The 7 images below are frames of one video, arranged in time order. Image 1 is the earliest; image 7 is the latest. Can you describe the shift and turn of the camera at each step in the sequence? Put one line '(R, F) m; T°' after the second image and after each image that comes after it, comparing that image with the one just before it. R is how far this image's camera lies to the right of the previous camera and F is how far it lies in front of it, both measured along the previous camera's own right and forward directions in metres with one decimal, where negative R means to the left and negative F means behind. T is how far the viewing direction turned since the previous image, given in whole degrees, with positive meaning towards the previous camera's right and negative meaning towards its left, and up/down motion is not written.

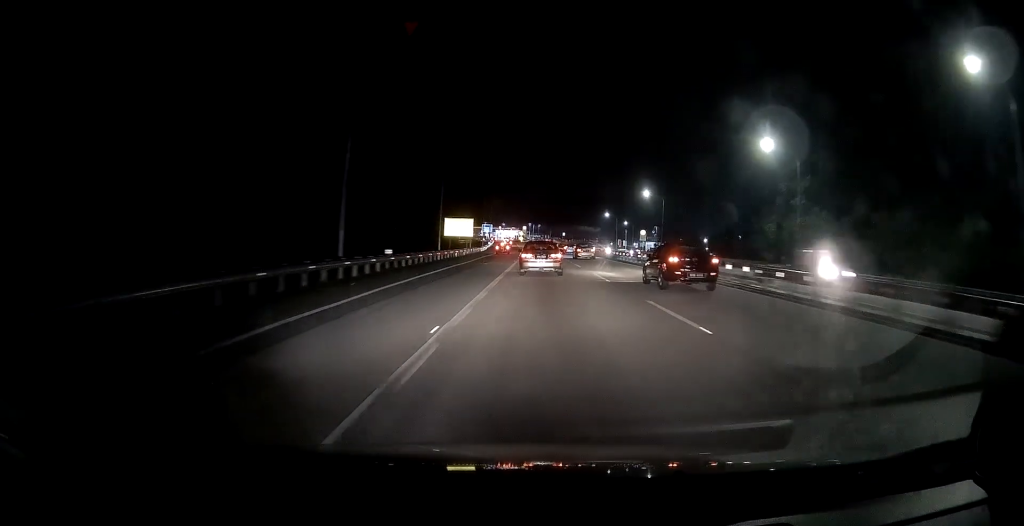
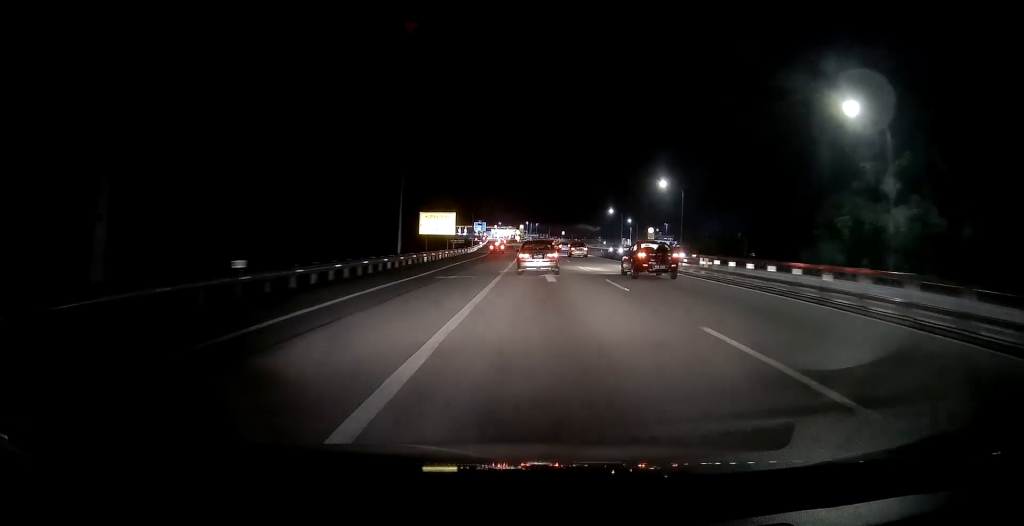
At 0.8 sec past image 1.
(-0.2, +16.6) m; -1°
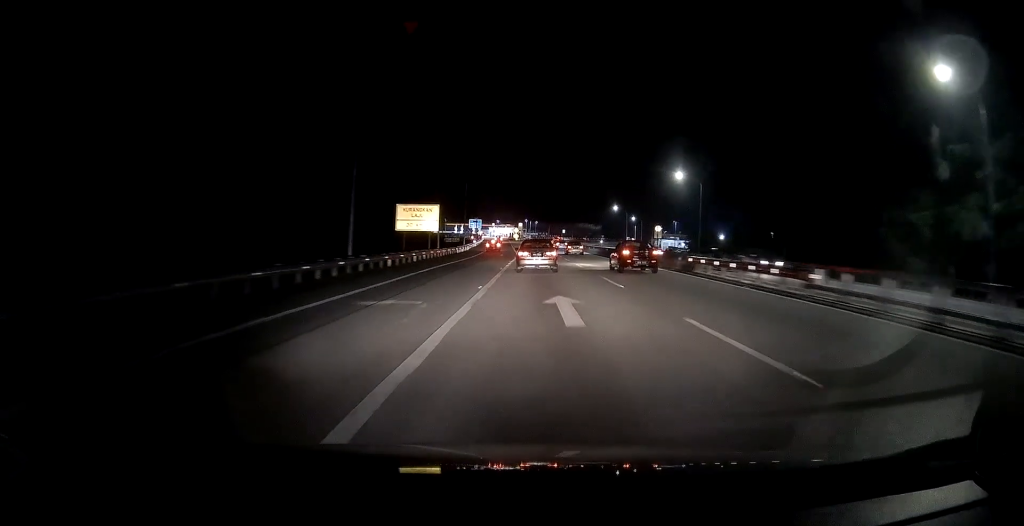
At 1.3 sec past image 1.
(-0.4, +11.2) m; 0°
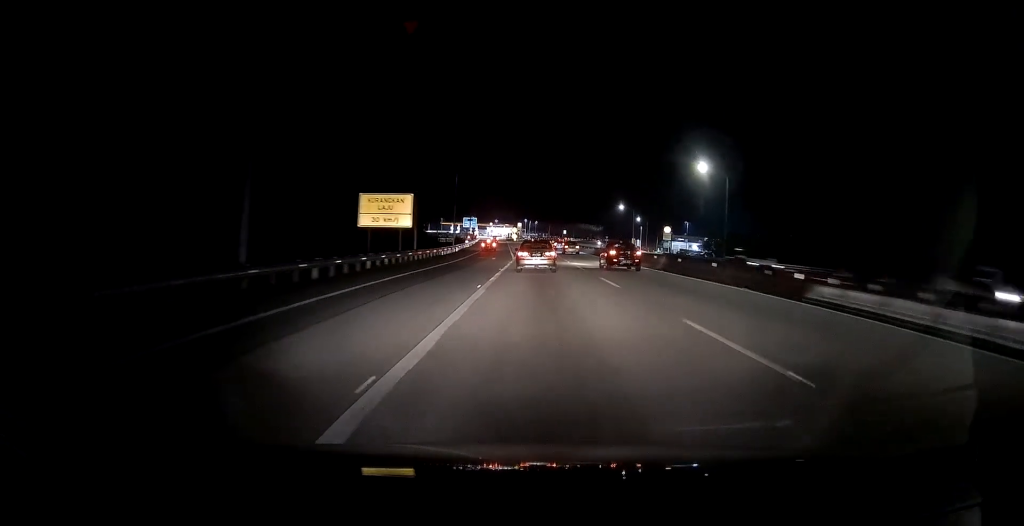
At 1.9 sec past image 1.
(+0.2, +11.2) m; +1°
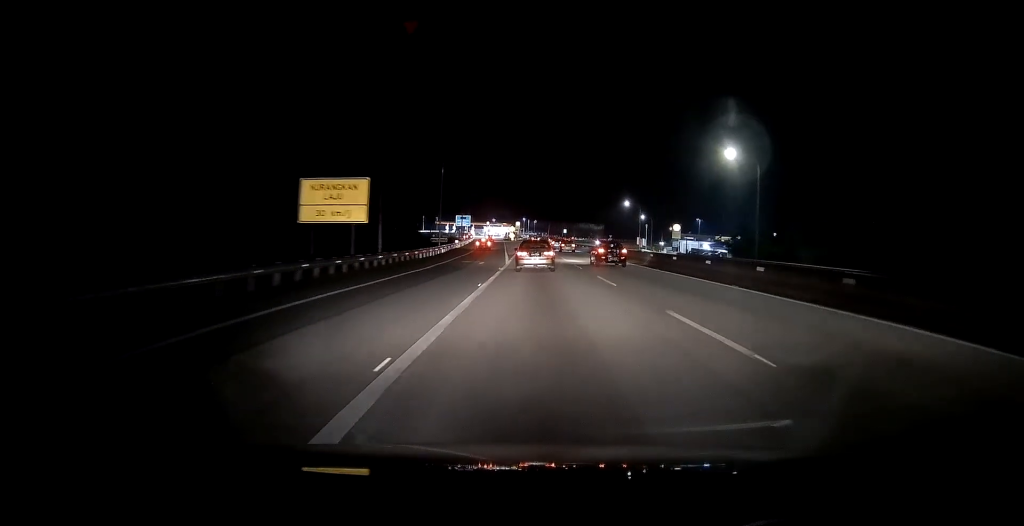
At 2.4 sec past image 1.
(+0.2, +11.2) m; +1°
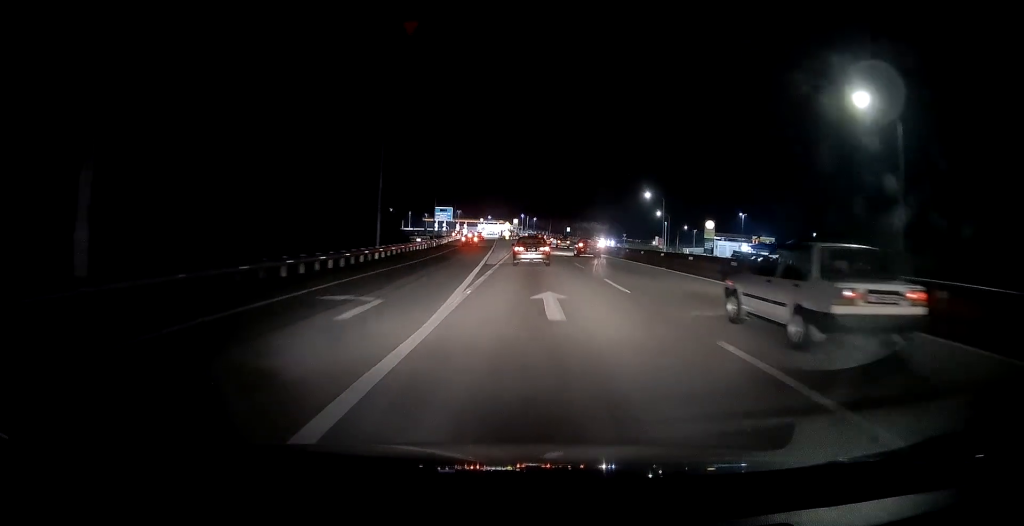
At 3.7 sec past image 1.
(+0.1, +27.5) m; 0°
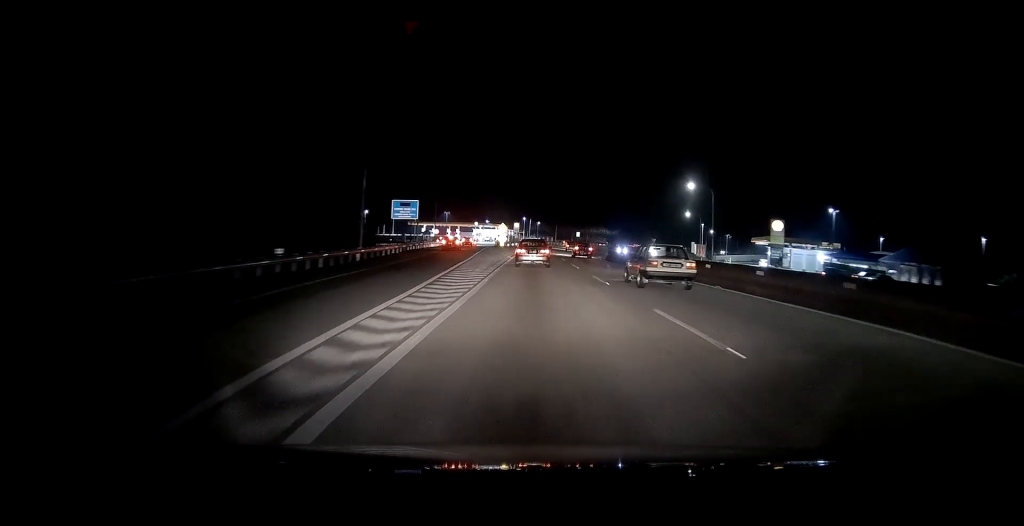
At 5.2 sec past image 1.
(-0.9, +32.1) m; -2°
